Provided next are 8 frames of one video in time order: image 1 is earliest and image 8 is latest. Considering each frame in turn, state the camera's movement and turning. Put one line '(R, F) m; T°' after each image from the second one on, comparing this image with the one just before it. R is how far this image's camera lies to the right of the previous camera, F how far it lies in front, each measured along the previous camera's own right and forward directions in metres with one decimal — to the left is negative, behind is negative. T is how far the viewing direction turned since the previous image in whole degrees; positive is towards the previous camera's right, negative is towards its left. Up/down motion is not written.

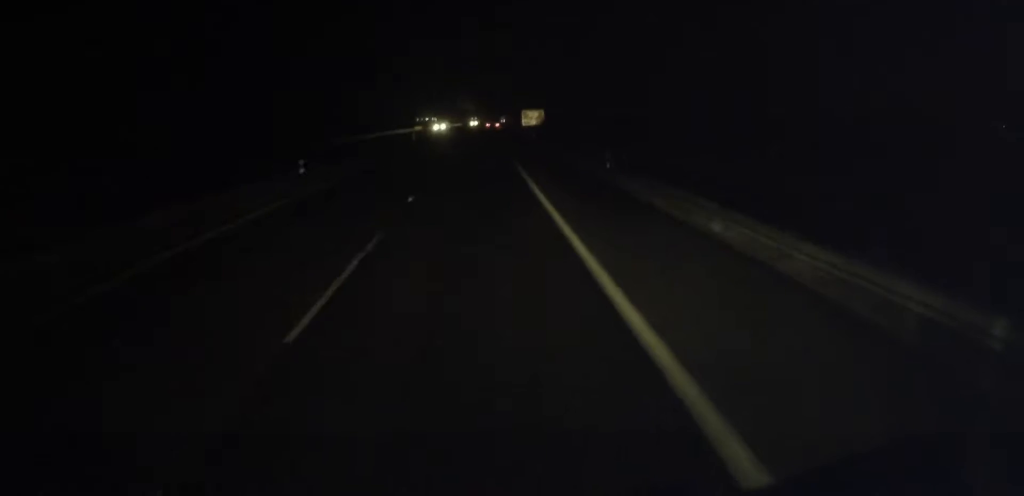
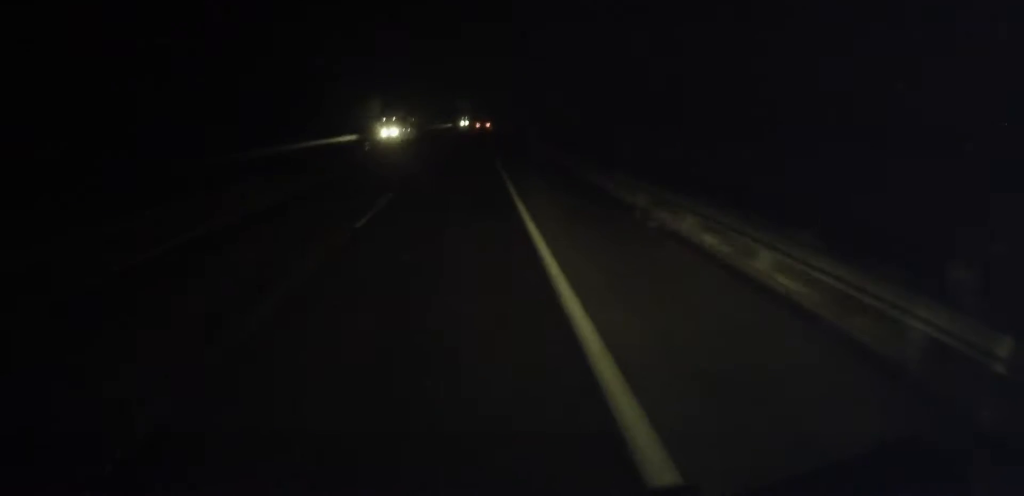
(+1.2, +94.1) m; +1°
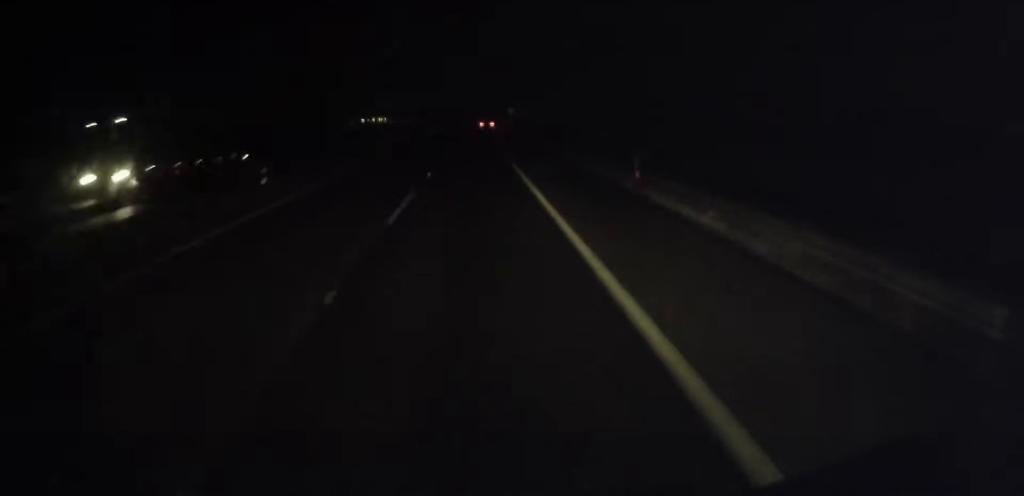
(+2.1, +143.2) m; +2°
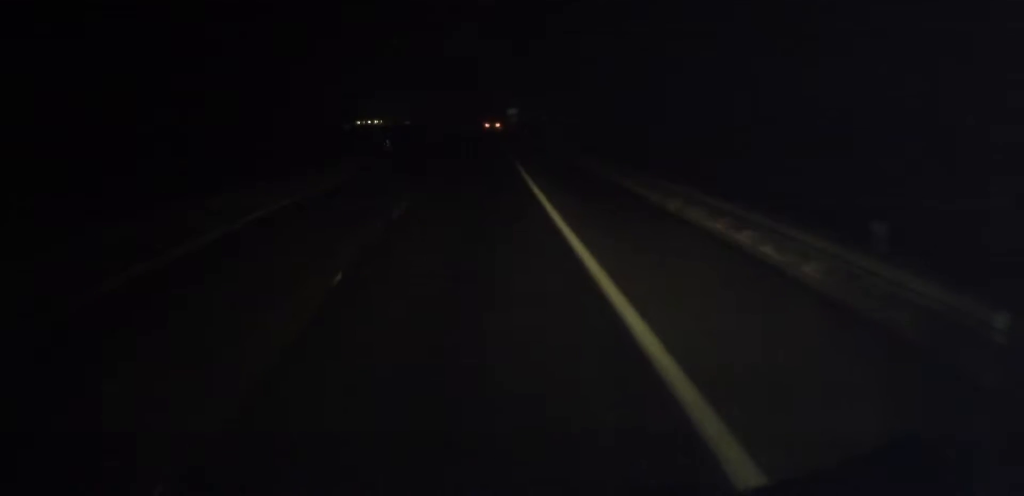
(+0.5, +55.2) m; +1°
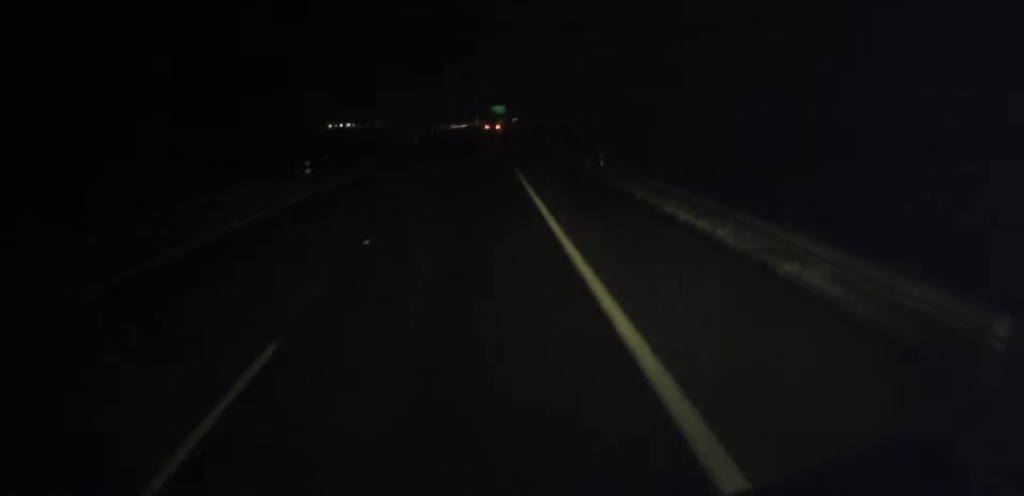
(+2.6, +143.7) m; +2°
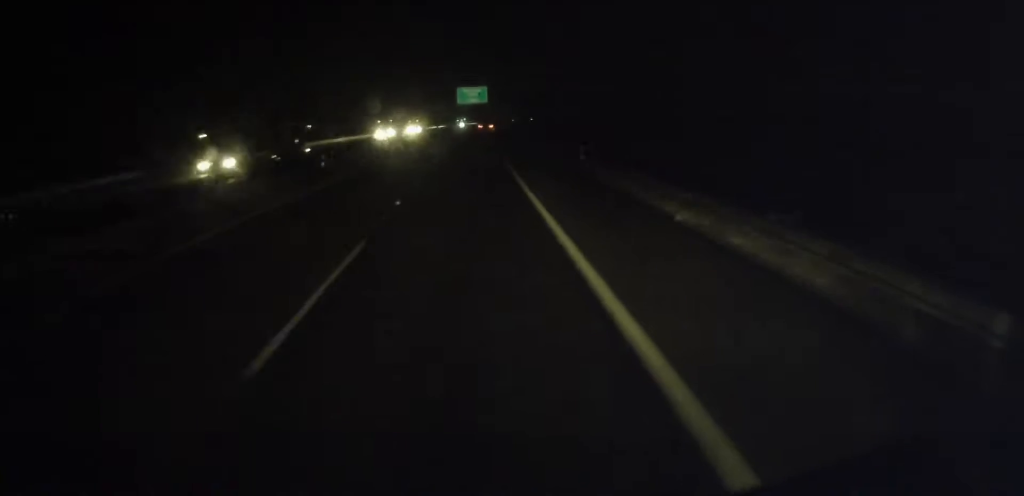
(+4.0, +152.1) m; +3°
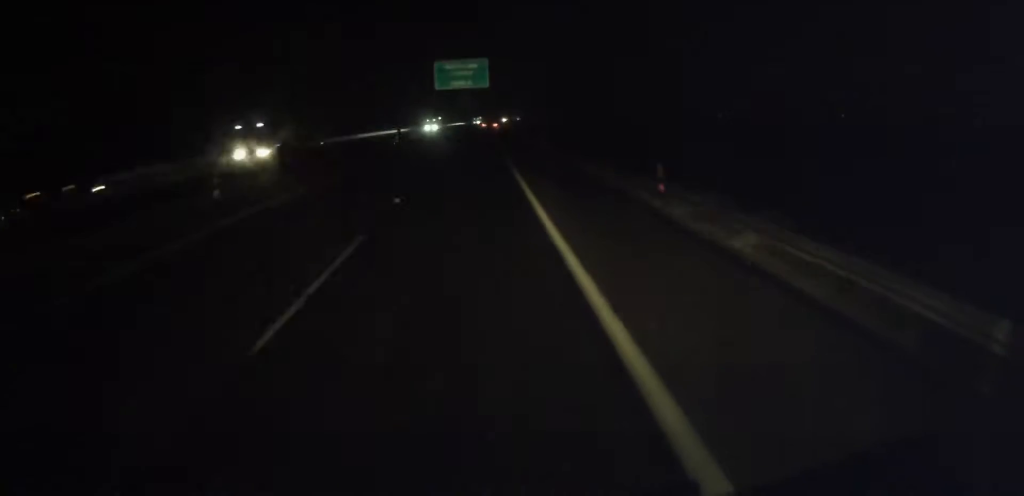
(+0.4, +52.3) m; +1°
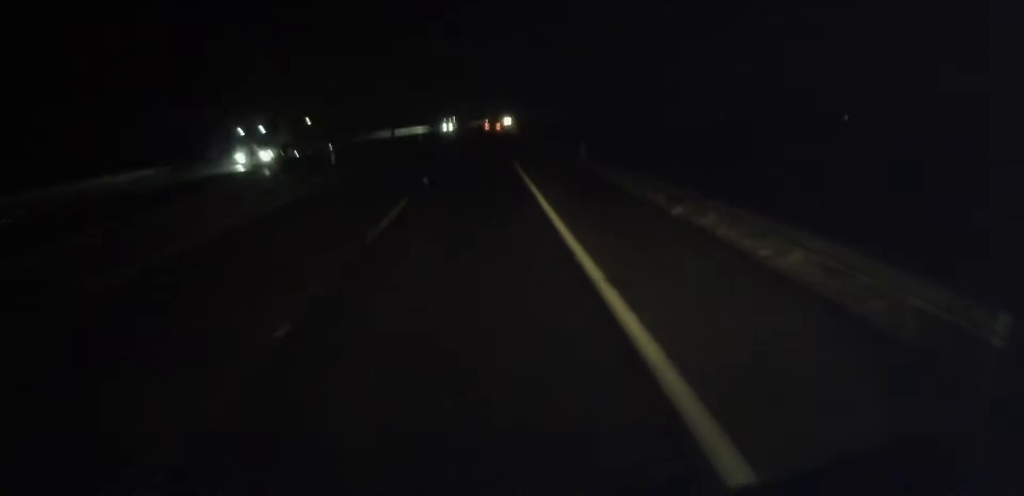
(+0.4, +65.5) m; +1°
